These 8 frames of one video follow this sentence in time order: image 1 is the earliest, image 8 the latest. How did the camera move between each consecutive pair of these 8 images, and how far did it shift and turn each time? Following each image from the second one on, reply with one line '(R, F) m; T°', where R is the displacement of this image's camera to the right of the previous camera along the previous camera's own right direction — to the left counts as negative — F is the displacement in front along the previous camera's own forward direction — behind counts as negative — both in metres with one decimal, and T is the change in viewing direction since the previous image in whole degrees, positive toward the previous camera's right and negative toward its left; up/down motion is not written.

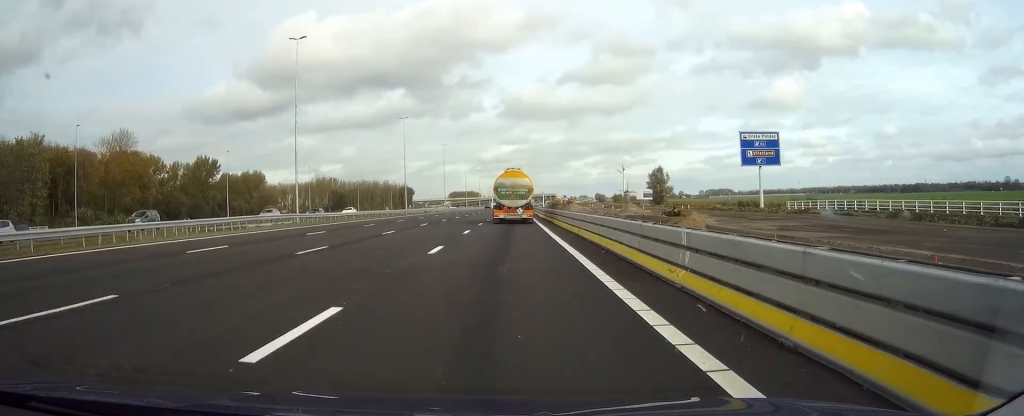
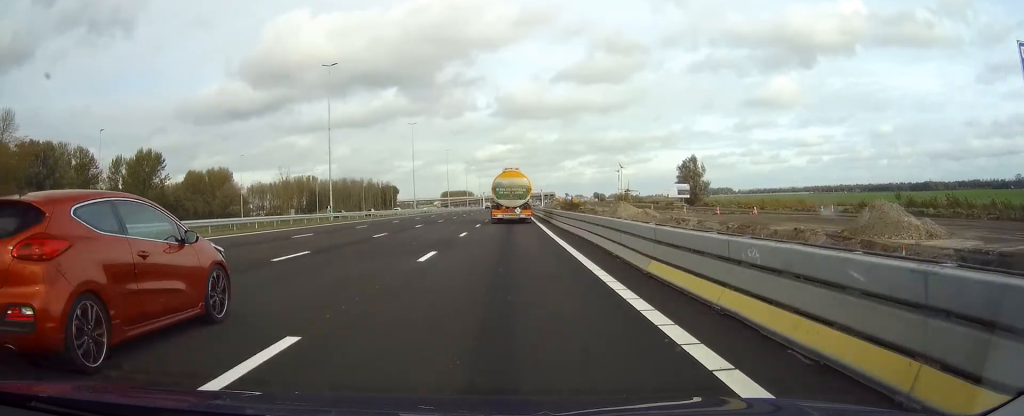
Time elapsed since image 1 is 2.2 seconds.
(+0.3, +50.0) m; +1°
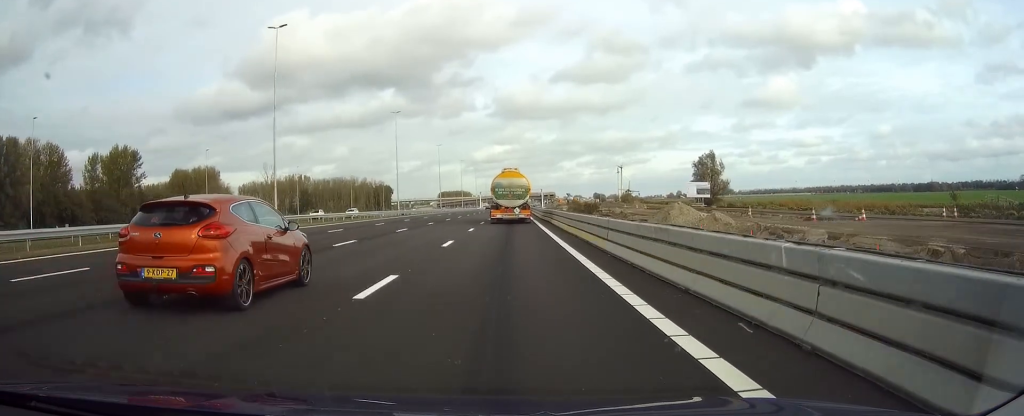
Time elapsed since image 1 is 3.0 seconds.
(0.0, +18.2) m; 0°
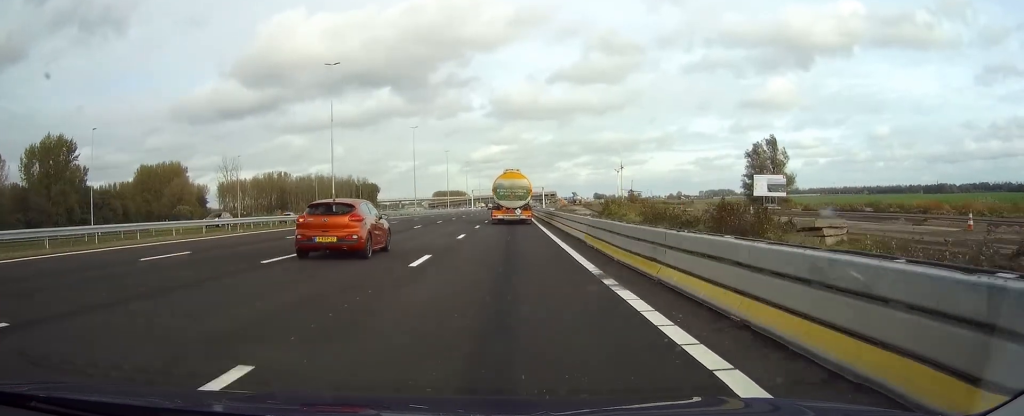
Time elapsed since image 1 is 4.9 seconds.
(+0.3, +42.3) m; +1°
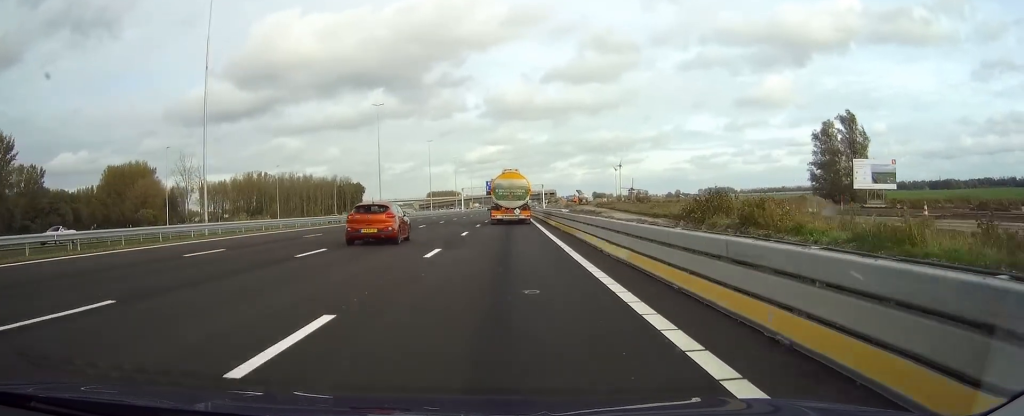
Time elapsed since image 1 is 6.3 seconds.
(+0.1, +33.1) m; 0°
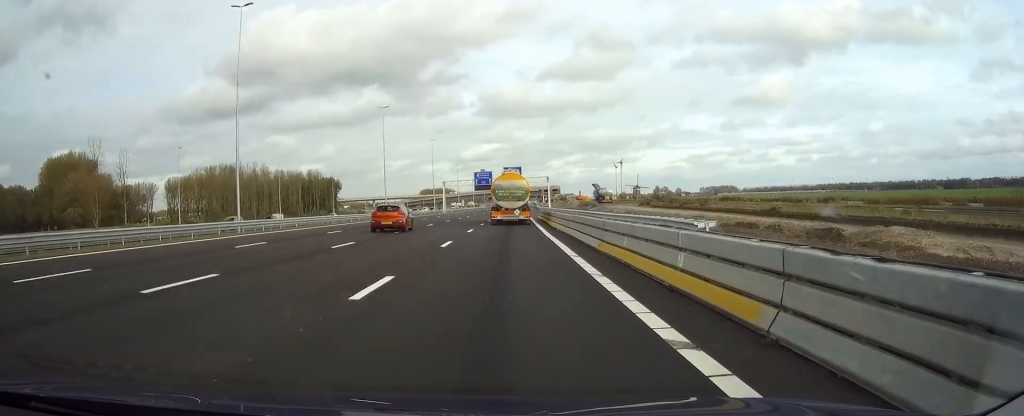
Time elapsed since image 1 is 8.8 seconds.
(+0.4, +55.5) m; +1°
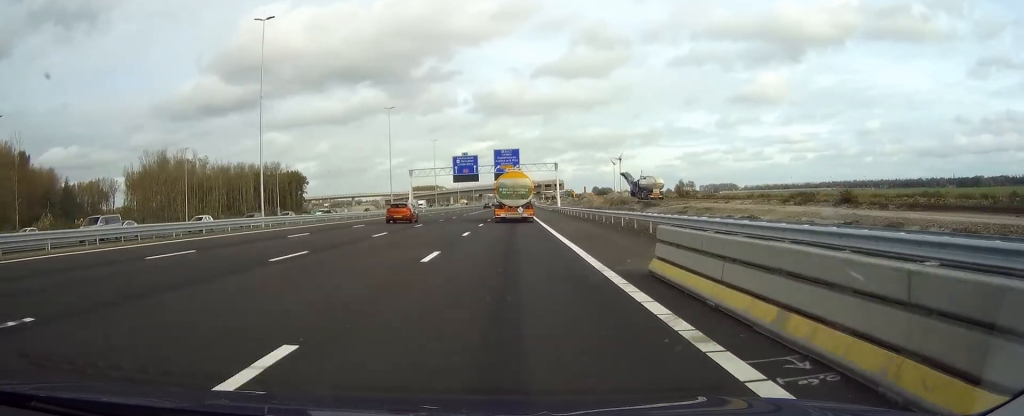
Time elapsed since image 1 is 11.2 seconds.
(0.0, +53.7) m; 0°
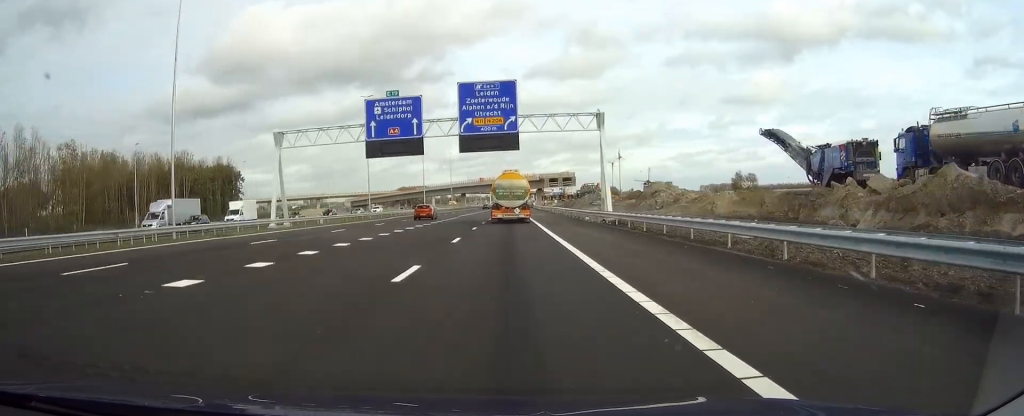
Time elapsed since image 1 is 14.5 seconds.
(+0.4, +74.8) m; 0°
